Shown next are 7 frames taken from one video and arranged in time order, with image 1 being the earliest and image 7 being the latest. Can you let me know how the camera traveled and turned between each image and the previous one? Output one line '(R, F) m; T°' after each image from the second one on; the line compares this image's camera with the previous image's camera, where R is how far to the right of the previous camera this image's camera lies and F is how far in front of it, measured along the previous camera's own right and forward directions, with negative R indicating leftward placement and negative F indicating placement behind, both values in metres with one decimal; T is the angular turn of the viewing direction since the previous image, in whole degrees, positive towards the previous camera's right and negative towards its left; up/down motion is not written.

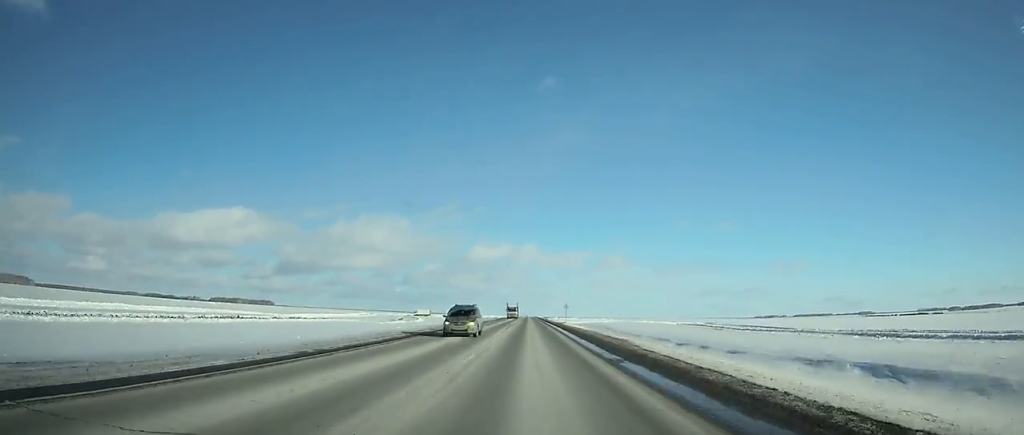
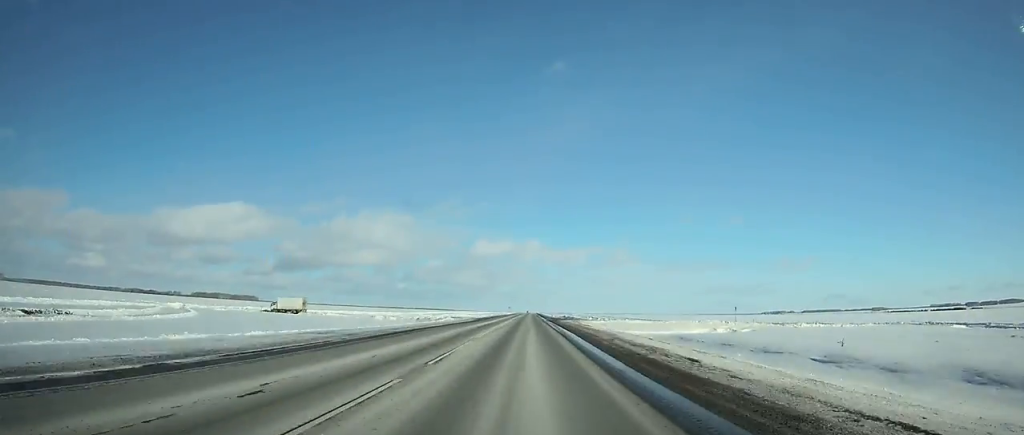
(+0.1, +140.3) m; 0°
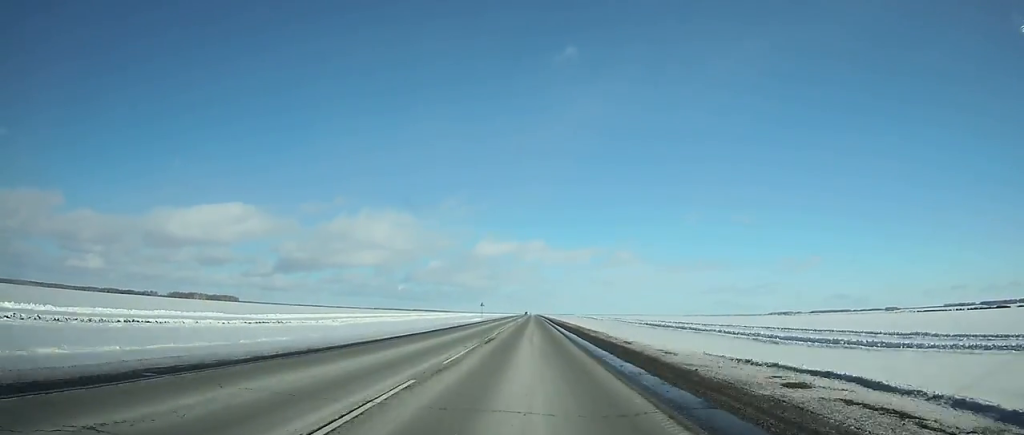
(-0.3, +148.8) m; 0°
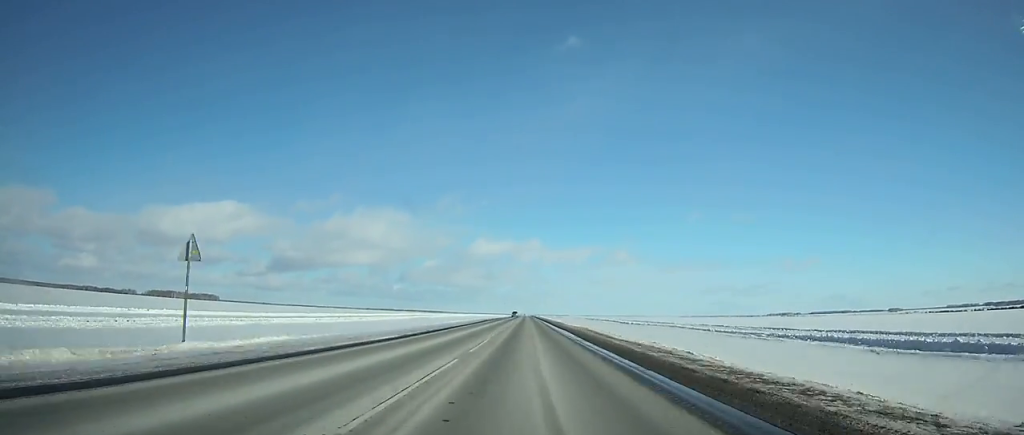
(0.0, +93.2) m; 0°
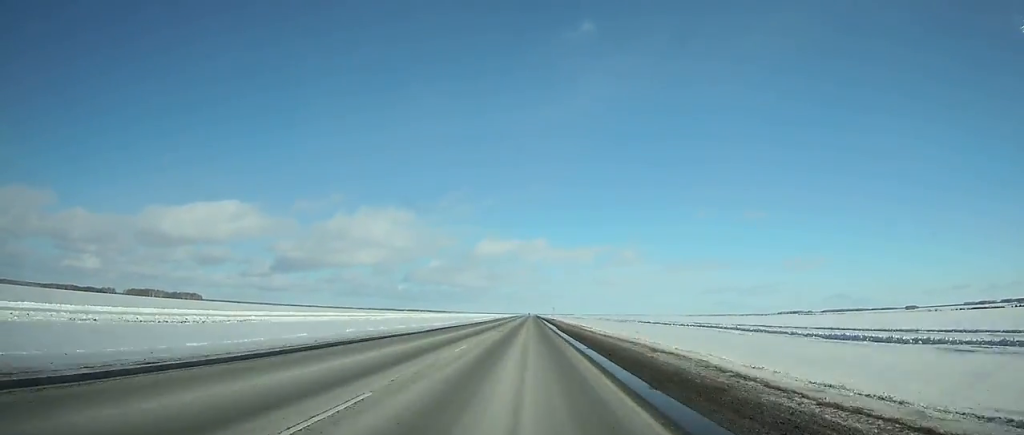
(0.0, +128.2) m; 0°
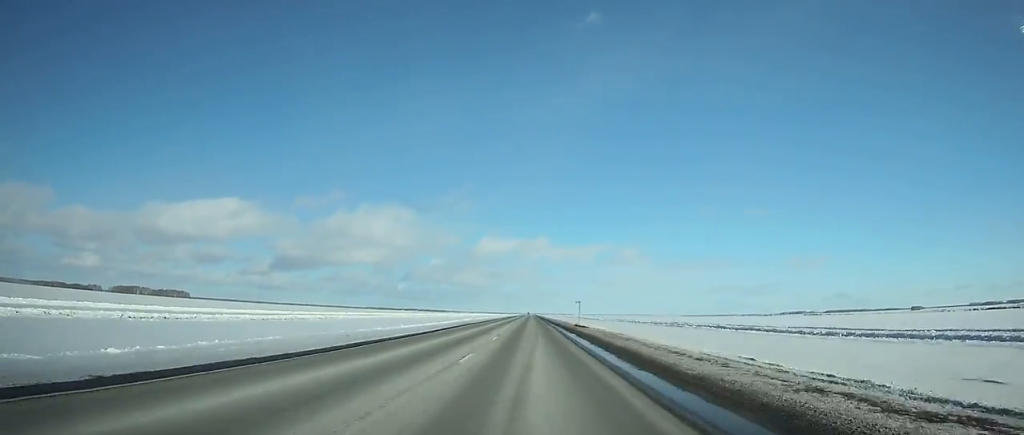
(0.0, +63.2) m; 0°
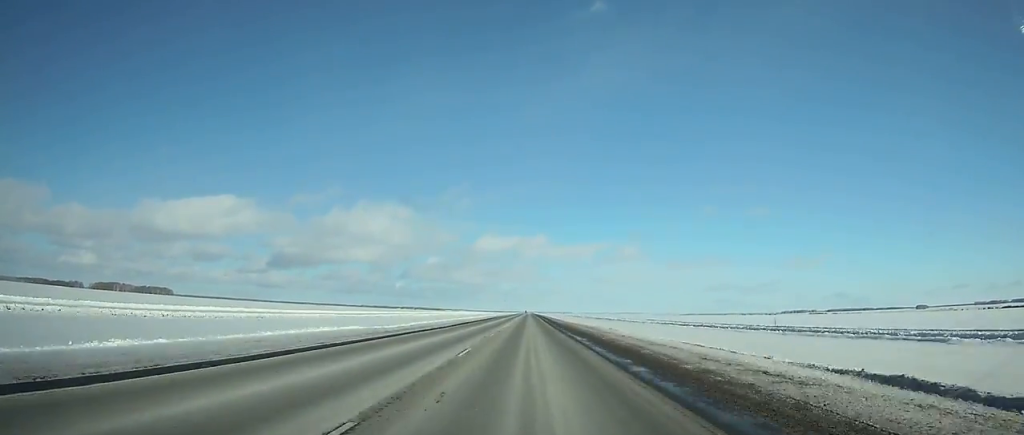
(+0.1, +72.9) m; 0°
